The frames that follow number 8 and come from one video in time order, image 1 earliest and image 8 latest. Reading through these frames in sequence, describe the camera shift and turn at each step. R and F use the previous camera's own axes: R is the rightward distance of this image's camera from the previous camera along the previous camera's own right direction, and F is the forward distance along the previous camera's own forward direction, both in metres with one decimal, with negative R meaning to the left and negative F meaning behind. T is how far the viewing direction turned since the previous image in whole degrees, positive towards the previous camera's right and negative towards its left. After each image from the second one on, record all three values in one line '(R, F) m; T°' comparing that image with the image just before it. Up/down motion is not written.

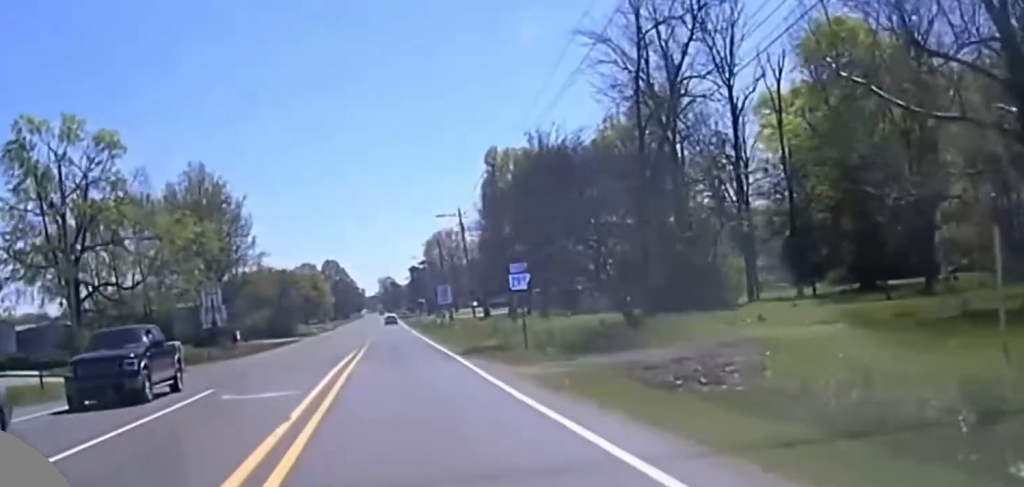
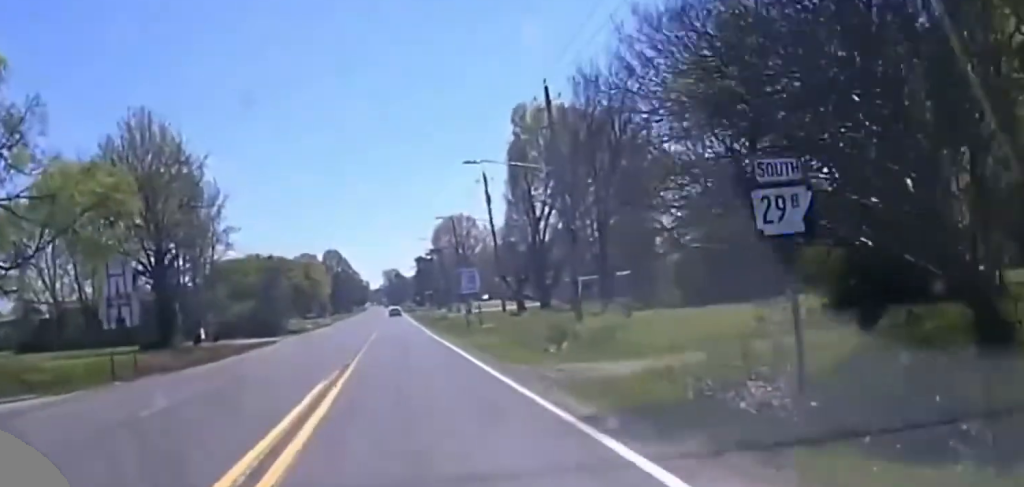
(-0.1, +24.4) m; +1°
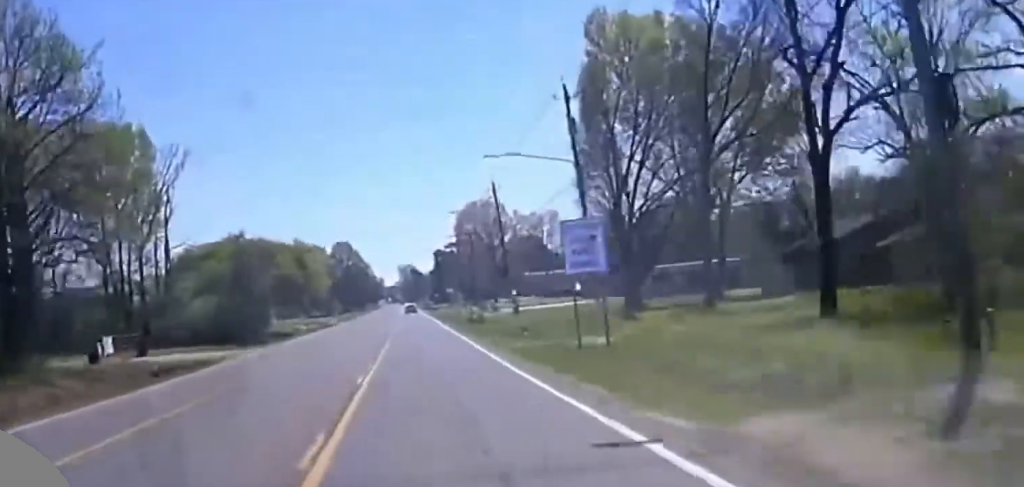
(+0.2, +34.4) m; 0°
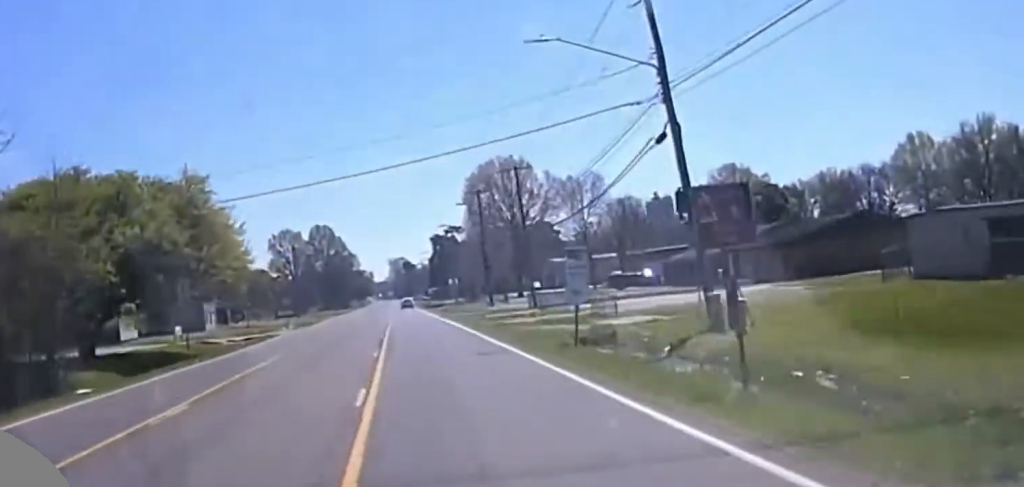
(-0.4, +61.6) m; 0°
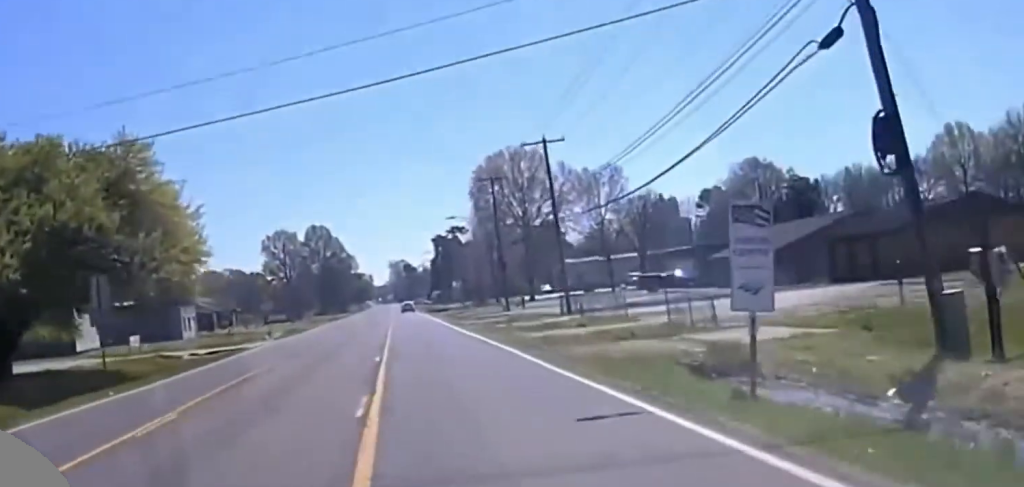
(0.0, +13.8) m; 0°
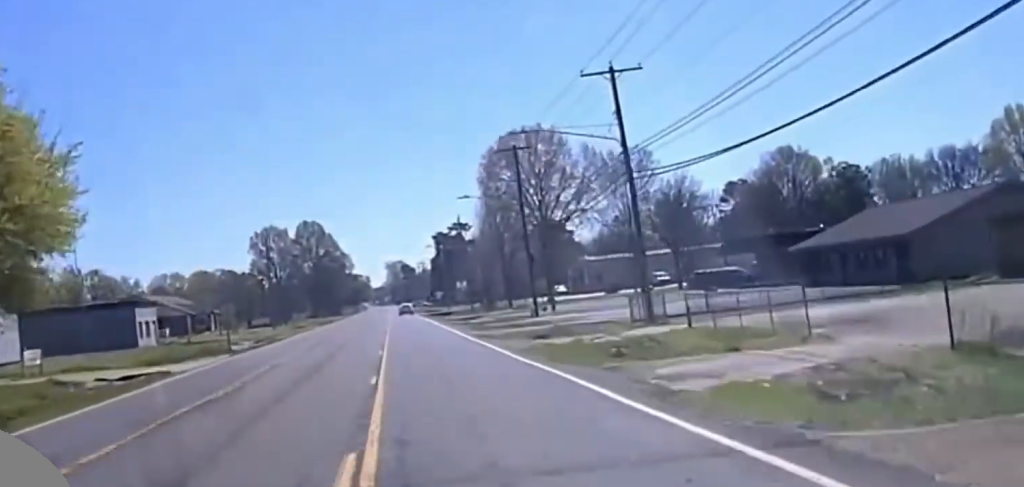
(0.0, +20.6) m; 0°
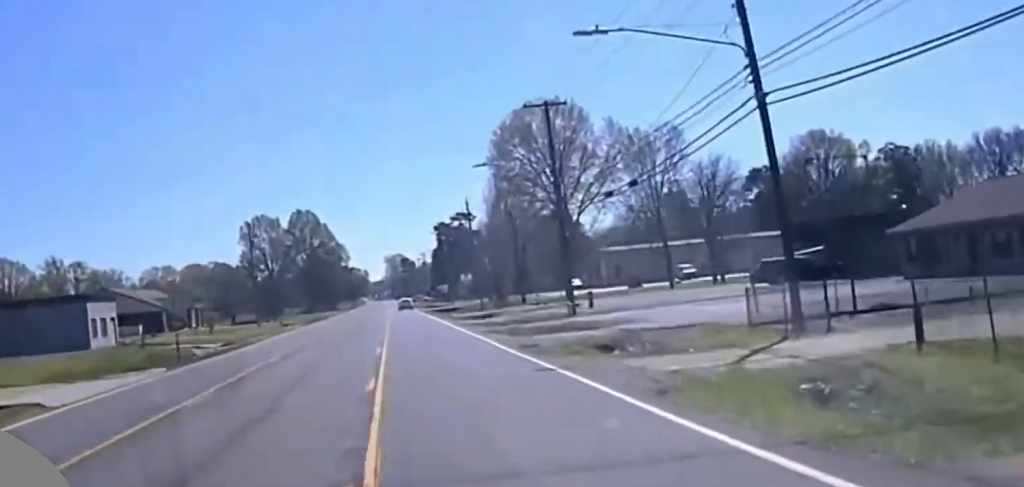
(0.0, +15.8) m; 0°
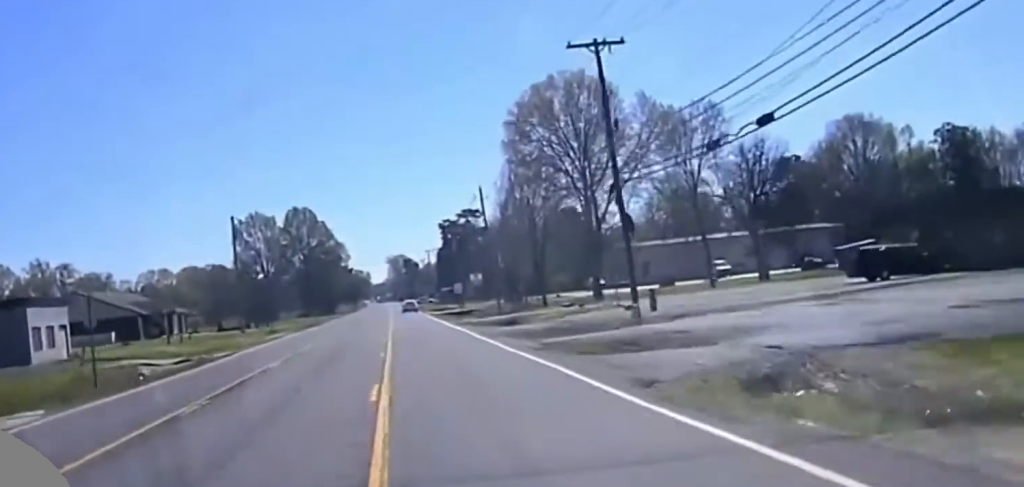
(+0.1, +13.9) m; 0°
